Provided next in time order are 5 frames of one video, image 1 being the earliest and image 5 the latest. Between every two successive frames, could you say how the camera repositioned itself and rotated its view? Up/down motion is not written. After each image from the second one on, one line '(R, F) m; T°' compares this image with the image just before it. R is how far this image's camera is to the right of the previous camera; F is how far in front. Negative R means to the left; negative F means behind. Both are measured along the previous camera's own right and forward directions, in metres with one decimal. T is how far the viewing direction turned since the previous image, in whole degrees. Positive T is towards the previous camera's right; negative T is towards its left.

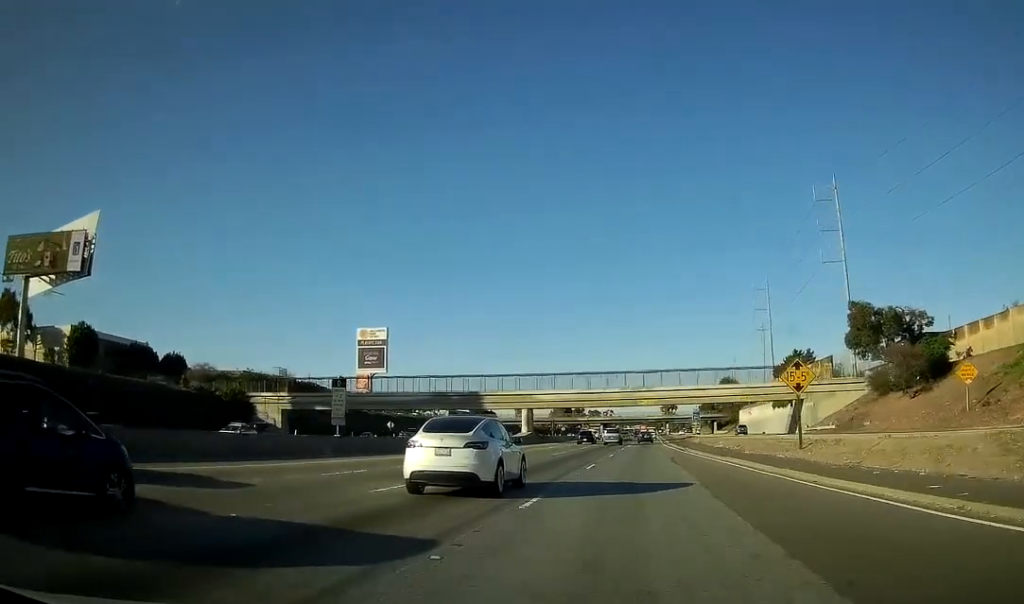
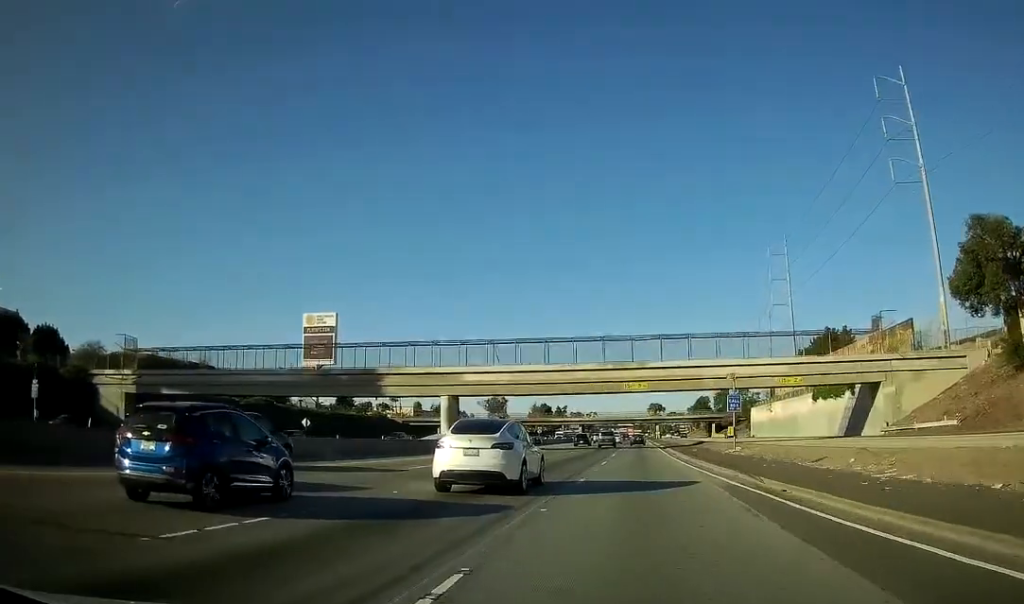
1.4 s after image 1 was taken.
(+0.3, +37.6) m; +1°
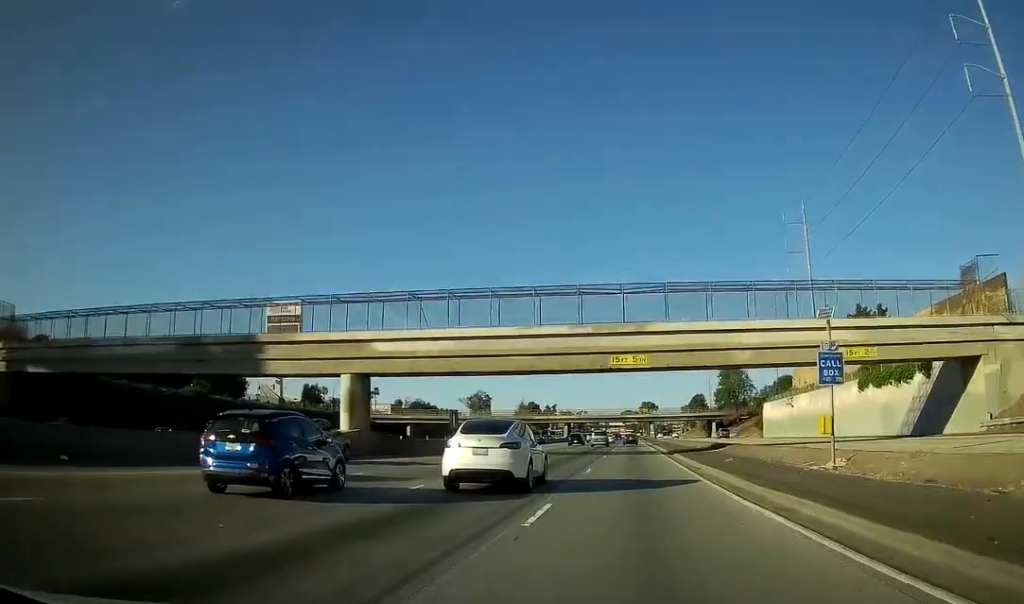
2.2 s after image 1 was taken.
(+0.1, +22.1) m; +1°
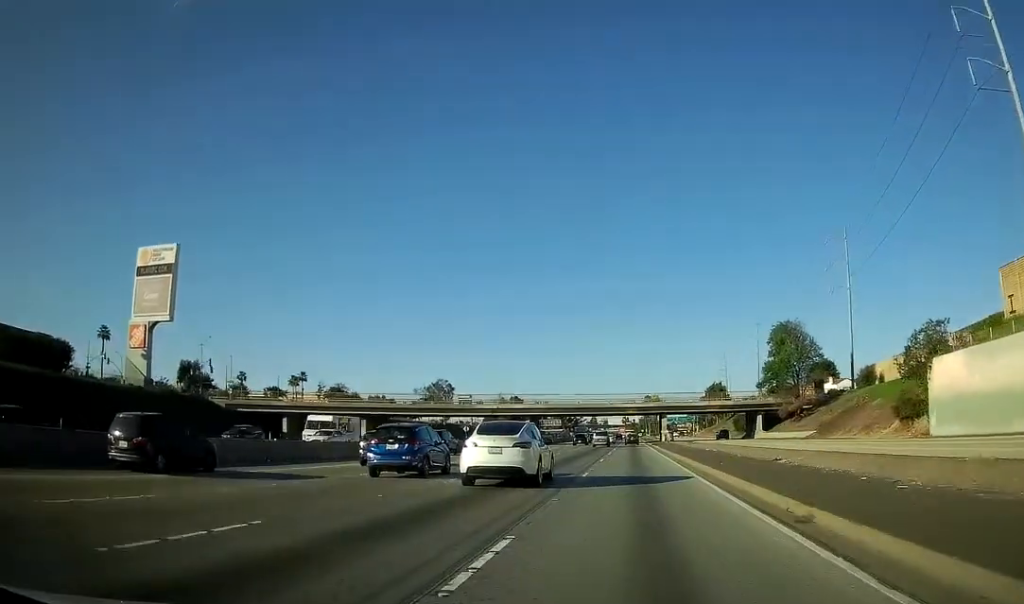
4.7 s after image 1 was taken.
(+0.2, +70.6) m; -1°
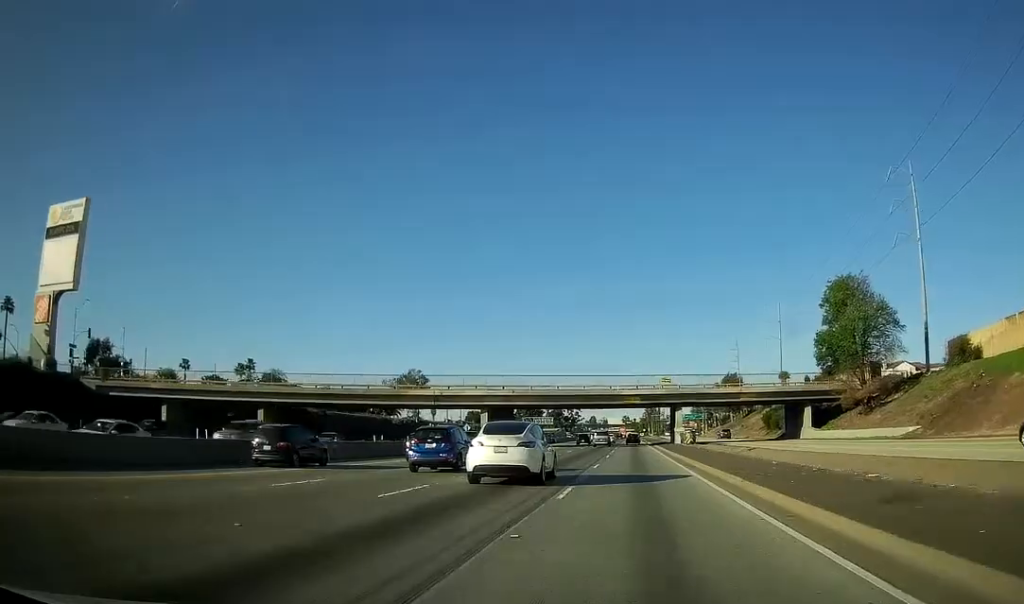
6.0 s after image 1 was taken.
(+0.5, +35.5) m; +1°
